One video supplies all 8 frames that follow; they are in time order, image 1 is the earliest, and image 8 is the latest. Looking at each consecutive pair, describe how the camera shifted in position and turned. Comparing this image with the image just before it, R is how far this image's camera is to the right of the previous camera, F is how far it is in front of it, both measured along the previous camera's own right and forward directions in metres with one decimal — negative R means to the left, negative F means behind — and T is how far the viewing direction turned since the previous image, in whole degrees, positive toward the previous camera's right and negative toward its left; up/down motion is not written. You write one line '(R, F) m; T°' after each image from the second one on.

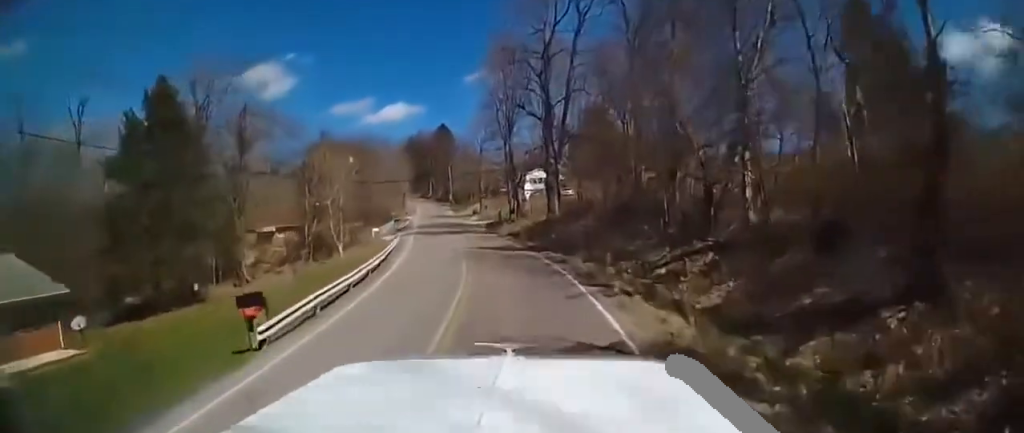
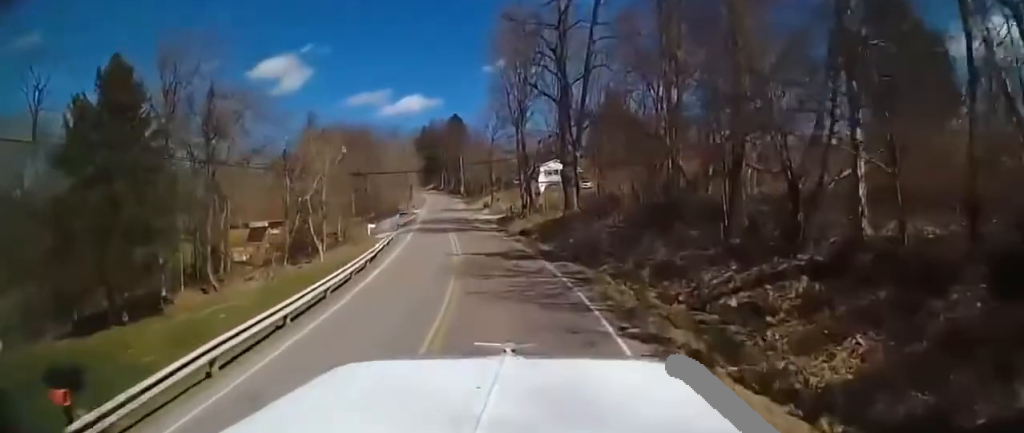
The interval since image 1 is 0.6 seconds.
(0.0, +5.9) m; -3°
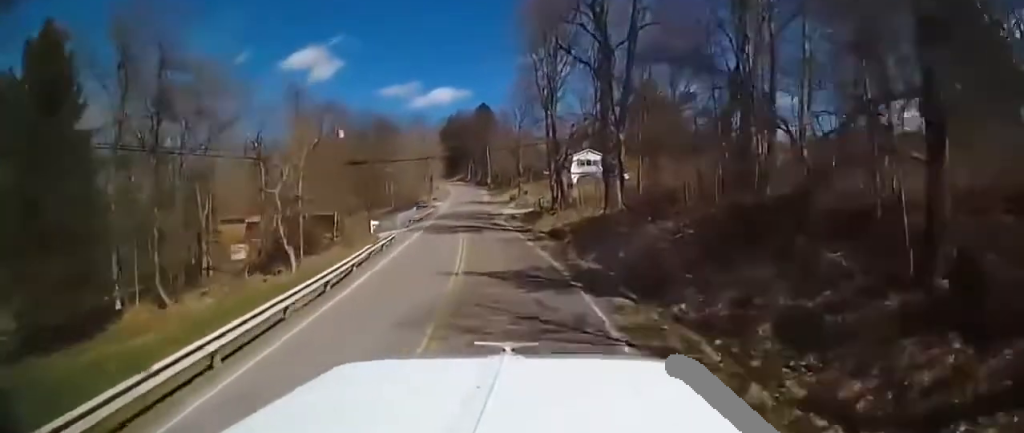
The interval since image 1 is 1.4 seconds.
(+0.1, +7.6) m; -8°
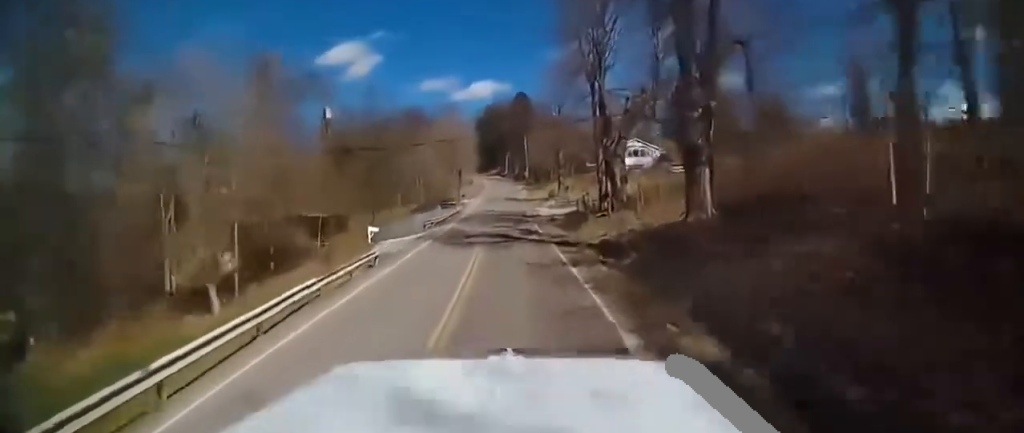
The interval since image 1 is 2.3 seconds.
(-1.3, +9.4) m; -12°
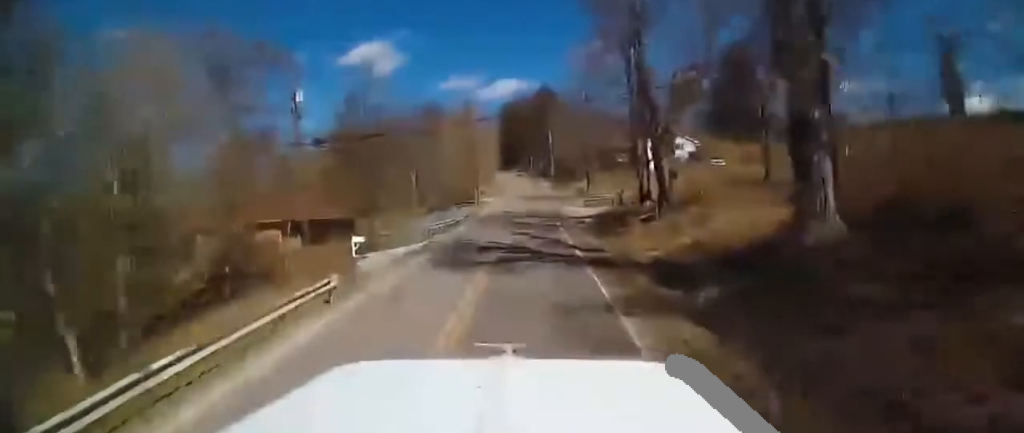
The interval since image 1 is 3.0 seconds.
(-0.5, +7.0) m; -9°
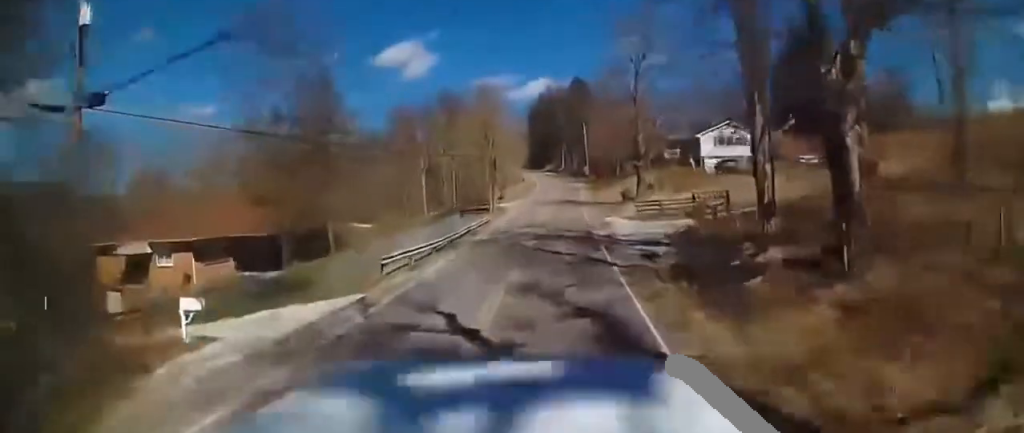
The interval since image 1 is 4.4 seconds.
(-2.4, +14.8) m; -6°
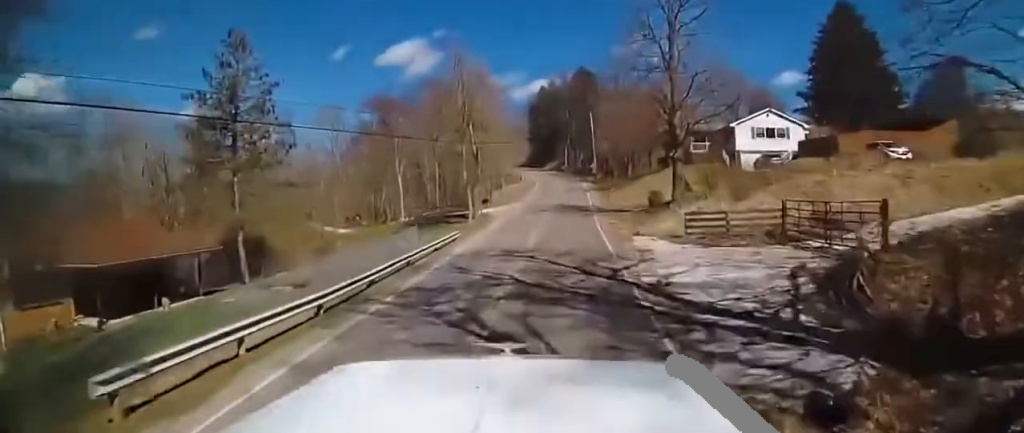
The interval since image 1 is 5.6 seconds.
(+2.4, +13.6) m; +16°
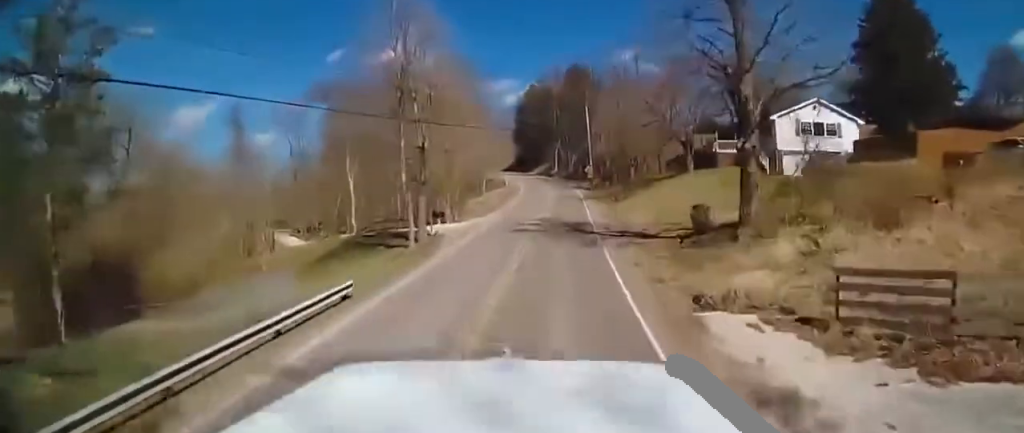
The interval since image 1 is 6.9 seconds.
(+1.2, +13.5) m; -3°
